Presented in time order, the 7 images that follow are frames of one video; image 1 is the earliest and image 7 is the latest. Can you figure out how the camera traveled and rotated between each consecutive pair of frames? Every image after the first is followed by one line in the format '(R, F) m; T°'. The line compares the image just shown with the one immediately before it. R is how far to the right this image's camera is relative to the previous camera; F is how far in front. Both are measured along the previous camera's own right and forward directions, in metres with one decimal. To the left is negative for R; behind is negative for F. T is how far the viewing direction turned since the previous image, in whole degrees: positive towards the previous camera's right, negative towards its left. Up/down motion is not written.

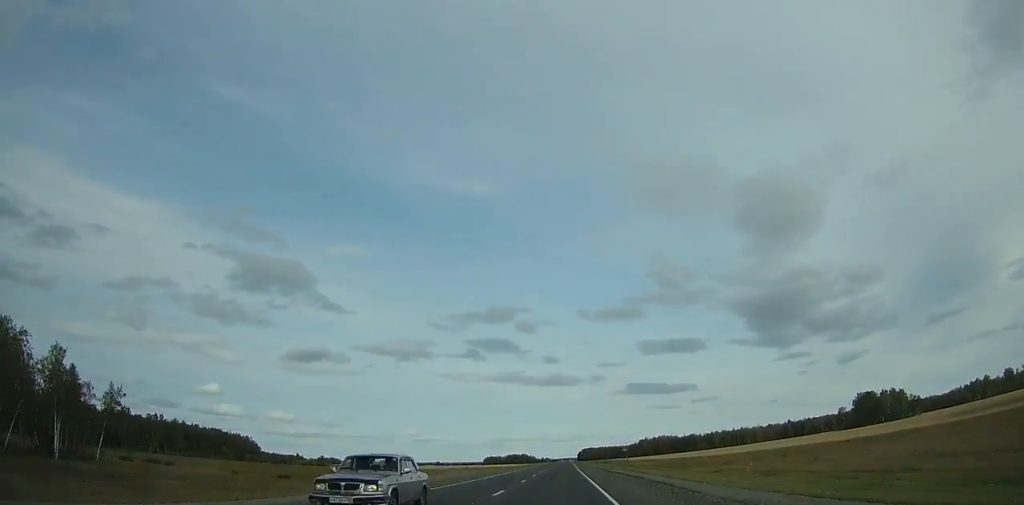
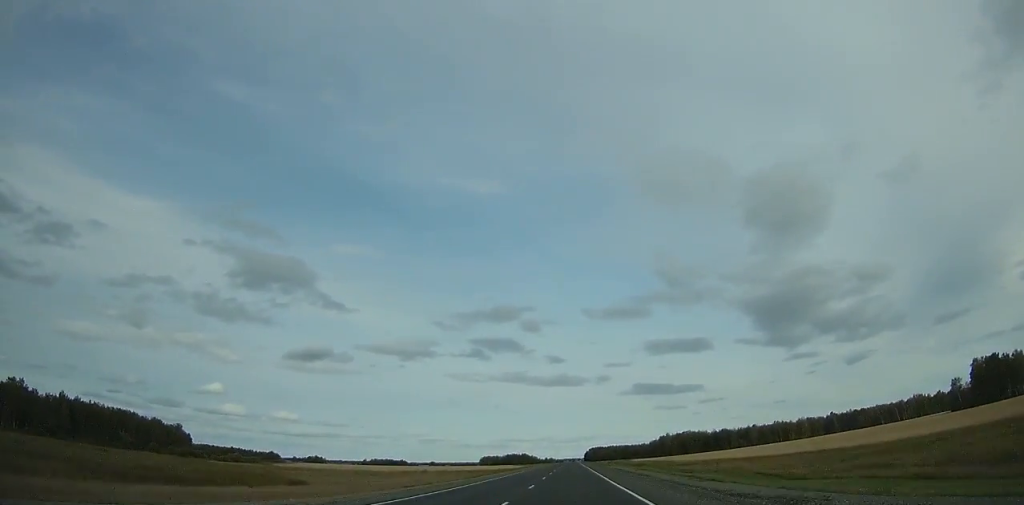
(-1.2, +102.4) m; -1°
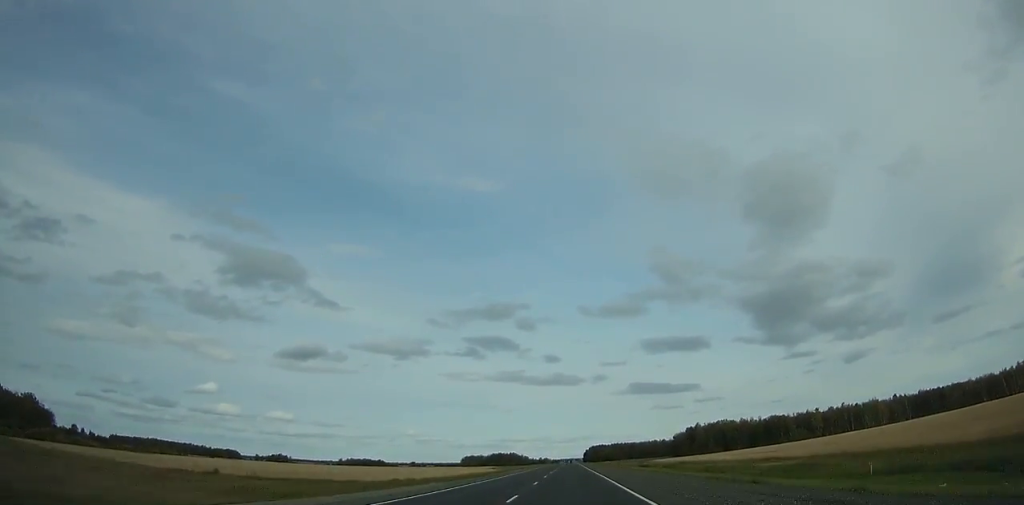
(+0.3, +129.4) m; 0°
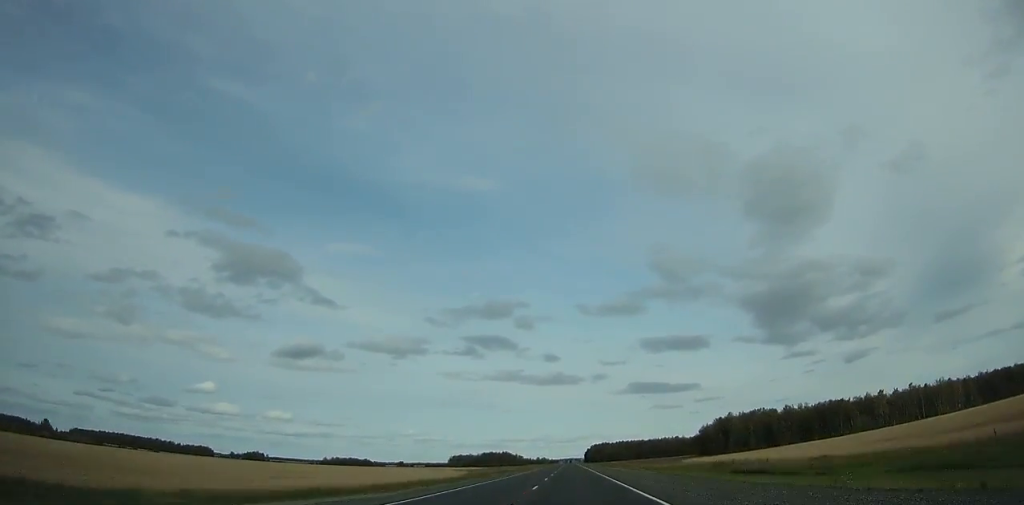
(+0.1, +75.6) m; 0°
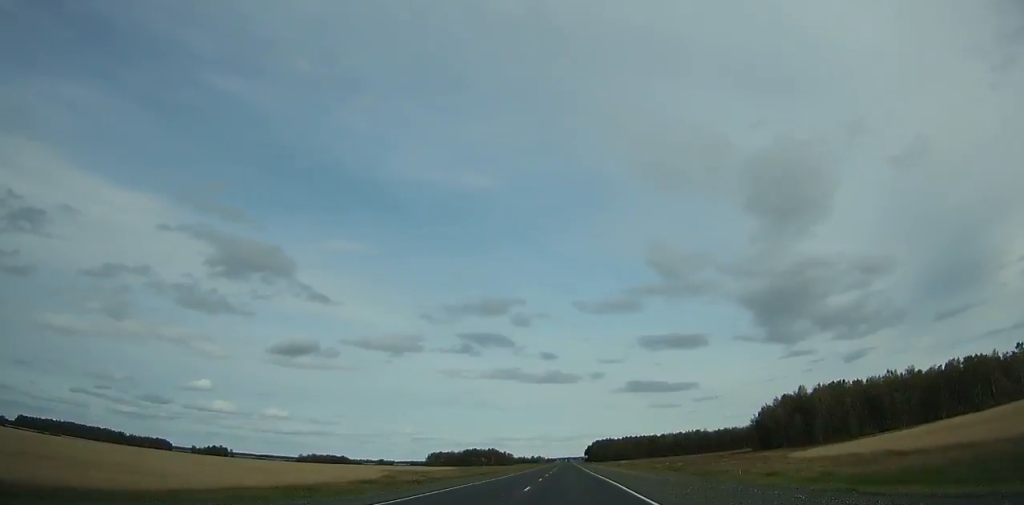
(0.0, +96.0) m; 0°
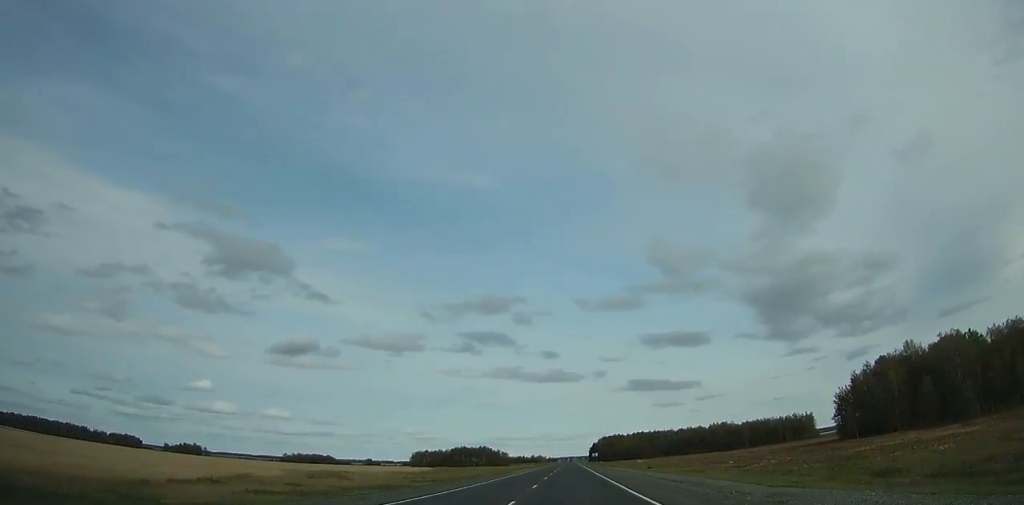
(0.0, +66.7) m; 0°
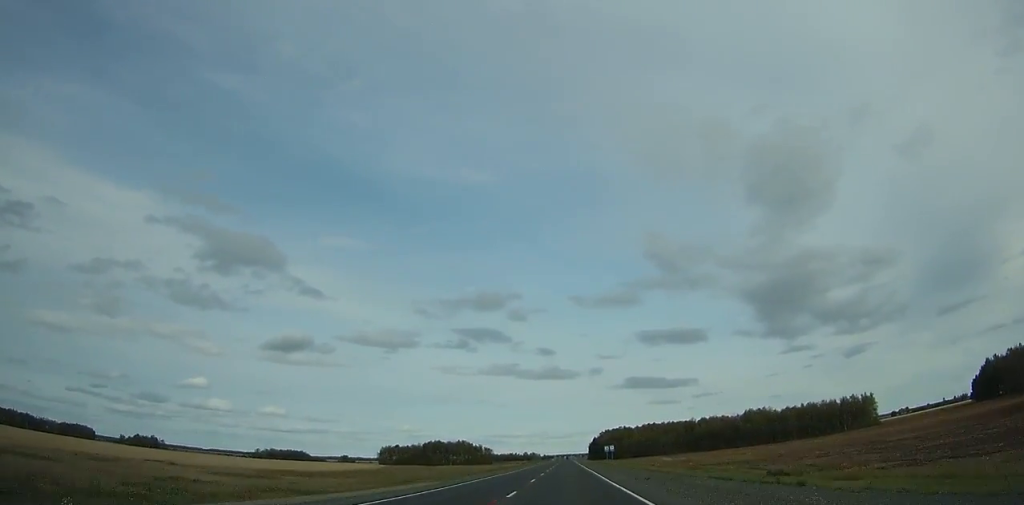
(+0.1, +80.5) m; 0°
